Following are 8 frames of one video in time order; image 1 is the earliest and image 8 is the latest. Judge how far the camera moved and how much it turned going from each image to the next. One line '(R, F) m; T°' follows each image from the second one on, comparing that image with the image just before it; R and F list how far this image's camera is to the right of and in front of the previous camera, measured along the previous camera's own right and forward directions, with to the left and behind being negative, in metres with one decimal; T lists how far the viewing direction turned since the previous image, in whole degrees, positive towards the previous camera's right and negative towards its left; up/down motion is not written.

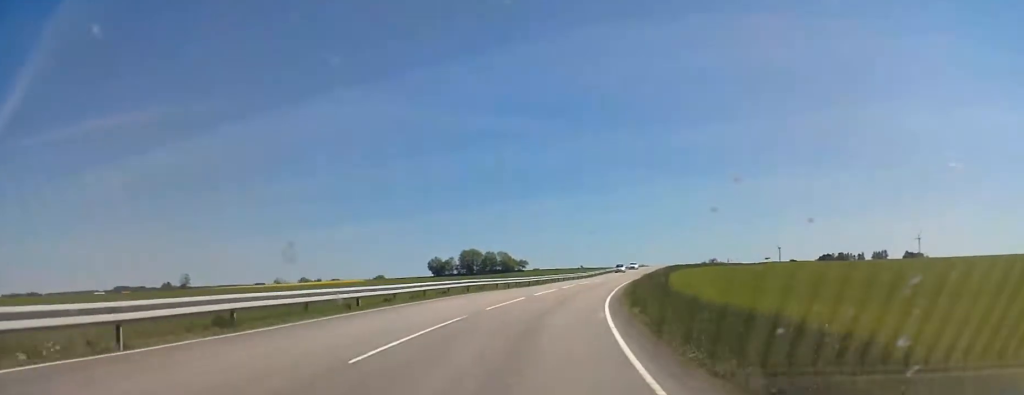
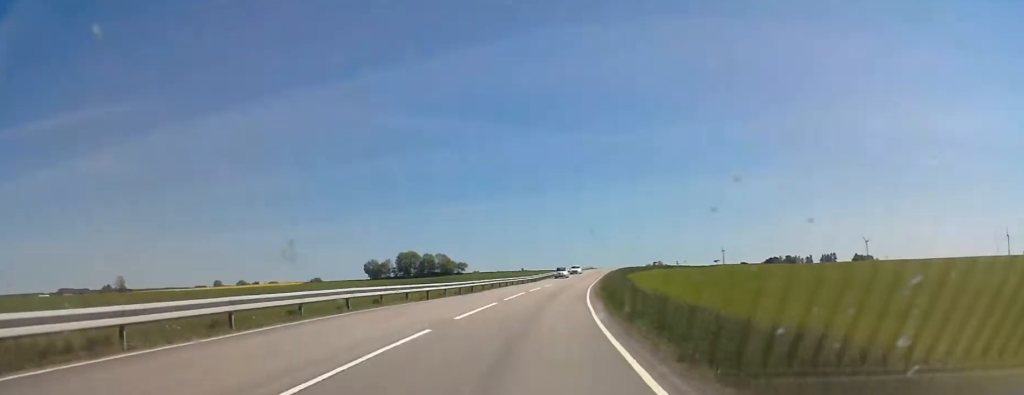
(+2.0, +14.9) m; +7°
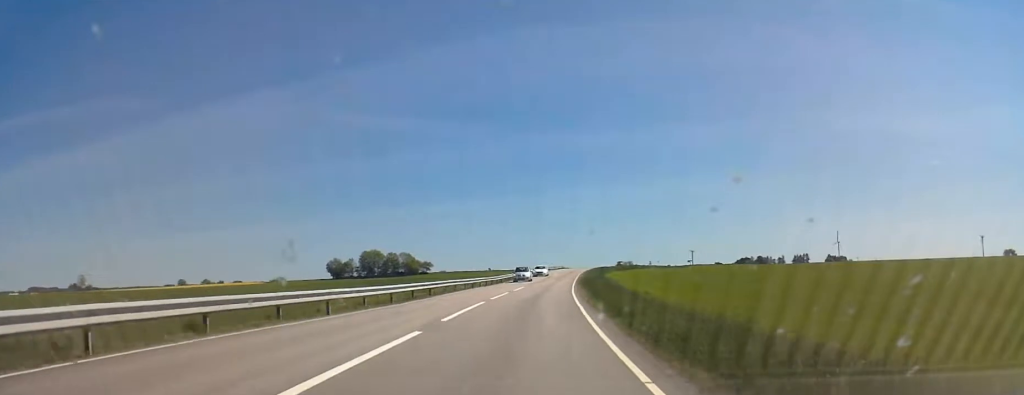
(+0.4, +12.5) m; +1°
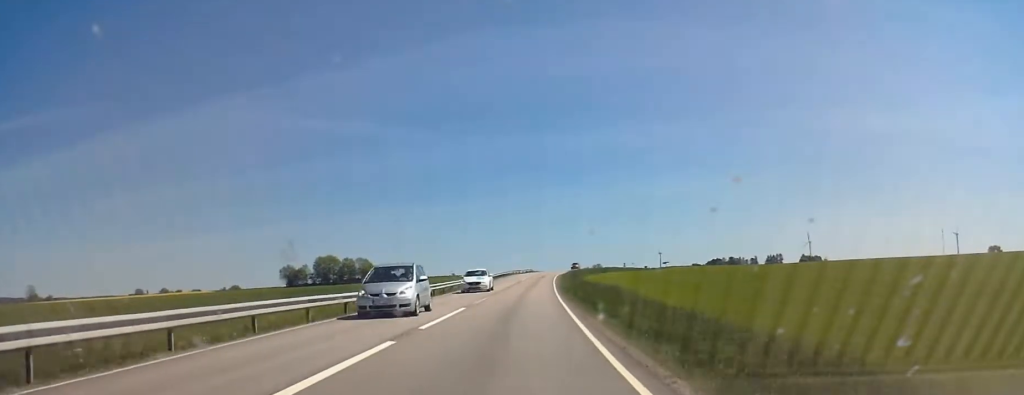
(-0.2, +24.5) m; 0°
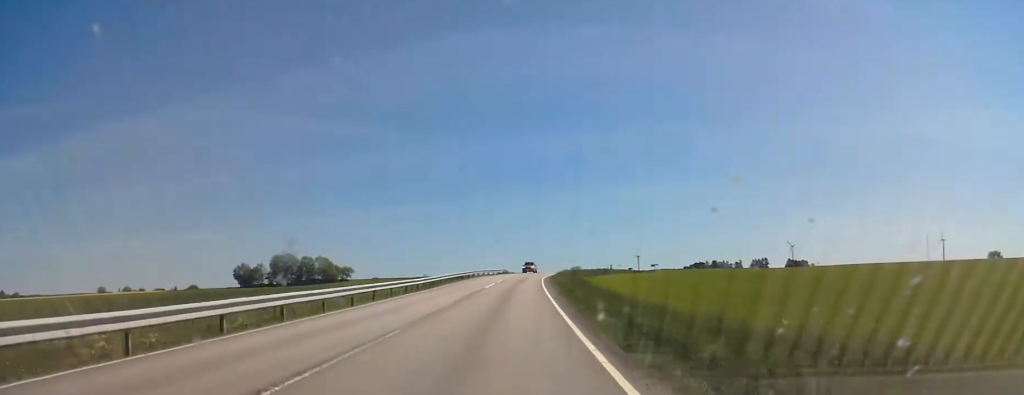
(+1.5, +32.1) m; +6°
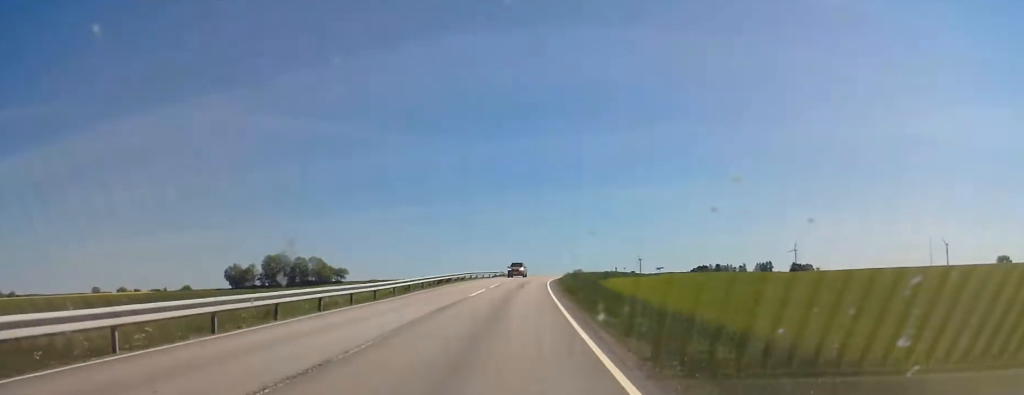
(+0.3, +12.3) m; +2°
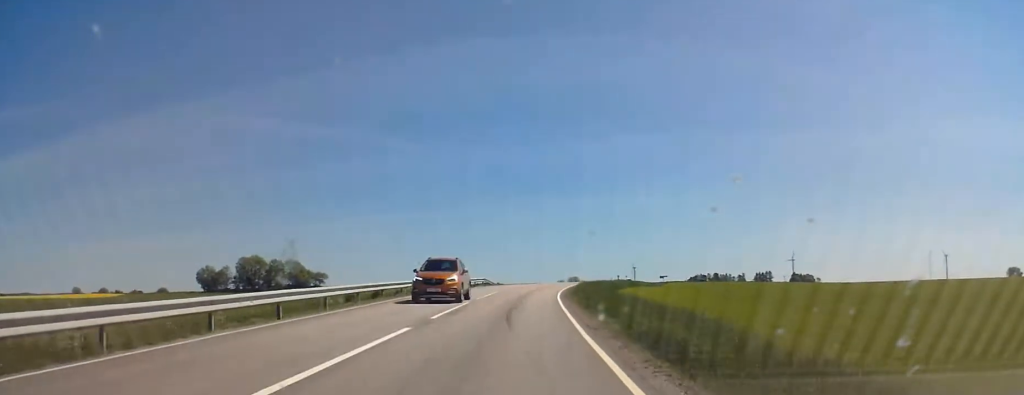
(+0.5, +24.2) m; 0°
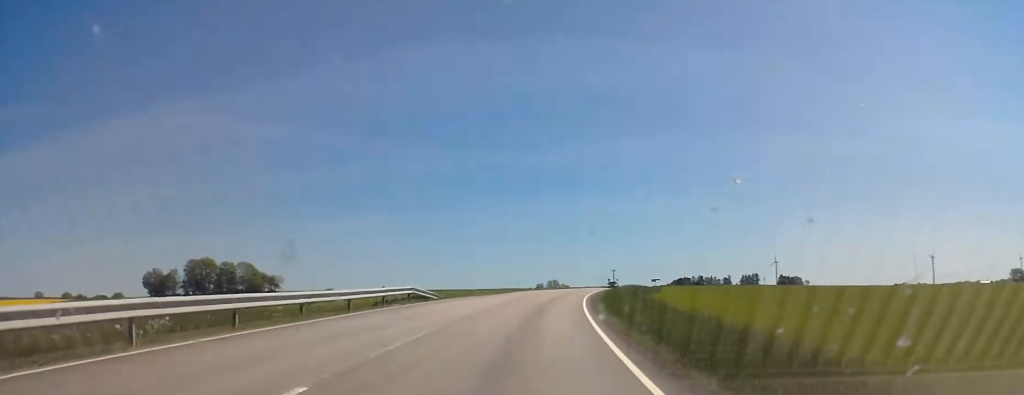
(-0.6, +32.1) m; +1°
